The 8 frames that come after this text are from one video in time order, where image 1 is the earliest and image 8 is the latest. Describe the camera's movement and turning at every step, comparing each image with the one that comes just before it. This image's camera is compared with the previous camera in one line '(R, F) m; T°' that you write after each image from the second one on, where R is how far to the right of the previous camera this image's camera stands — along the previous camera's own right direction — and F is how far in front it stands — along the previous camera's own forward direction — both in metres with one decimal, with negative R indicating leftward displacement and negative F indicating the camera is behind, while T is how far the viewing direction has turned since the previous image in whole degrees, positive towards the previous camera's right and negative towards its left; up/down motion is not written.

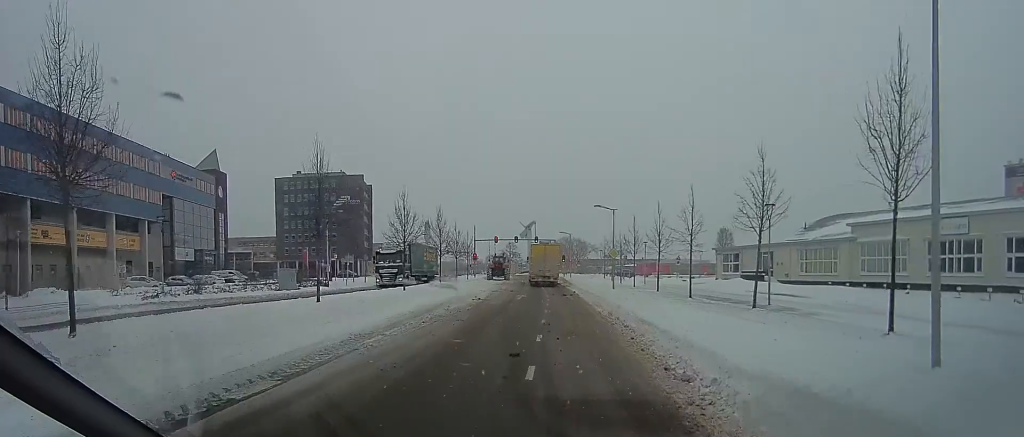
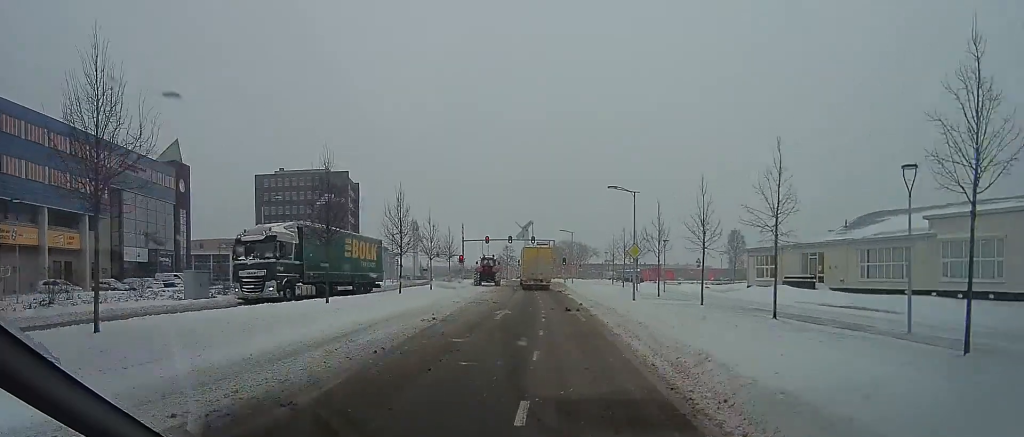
(0.0, +10.0) m; 0°
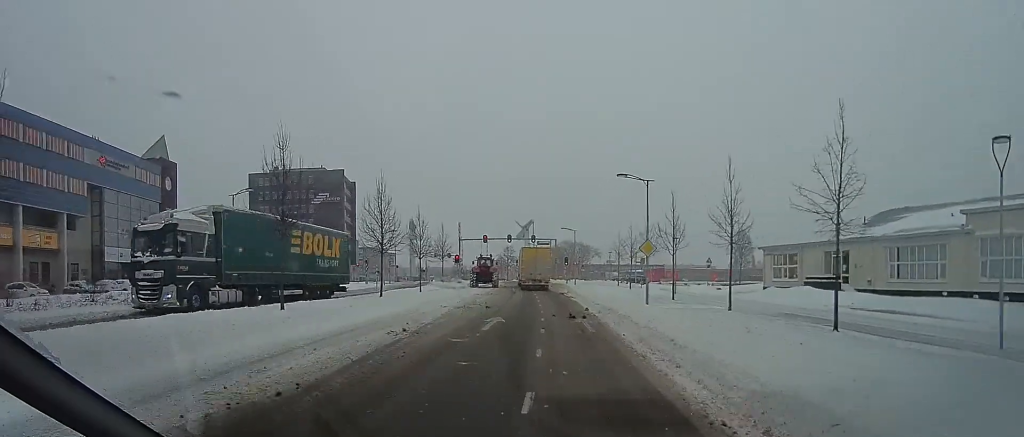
(0.0, +3.4) m; 0°
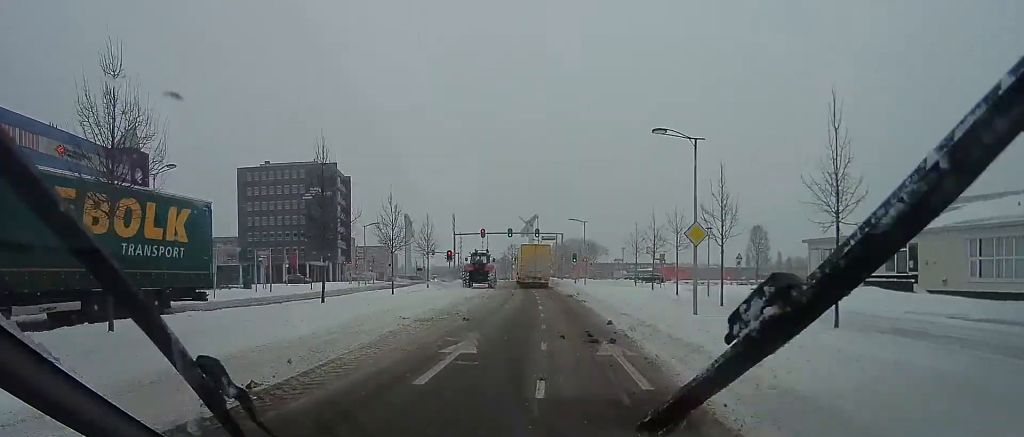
(0.0, +6.9) m; 0°
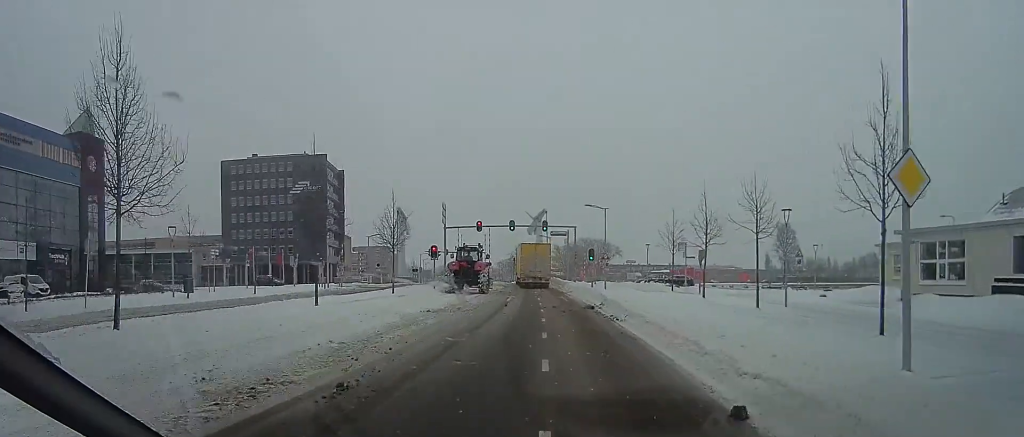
(0.0, +9.8) m; 0°
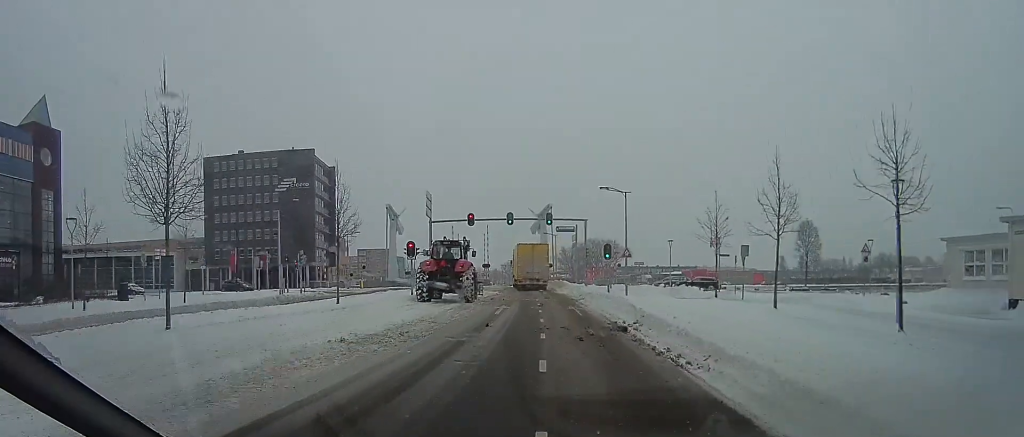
(0.0, +7.6) m; -1°
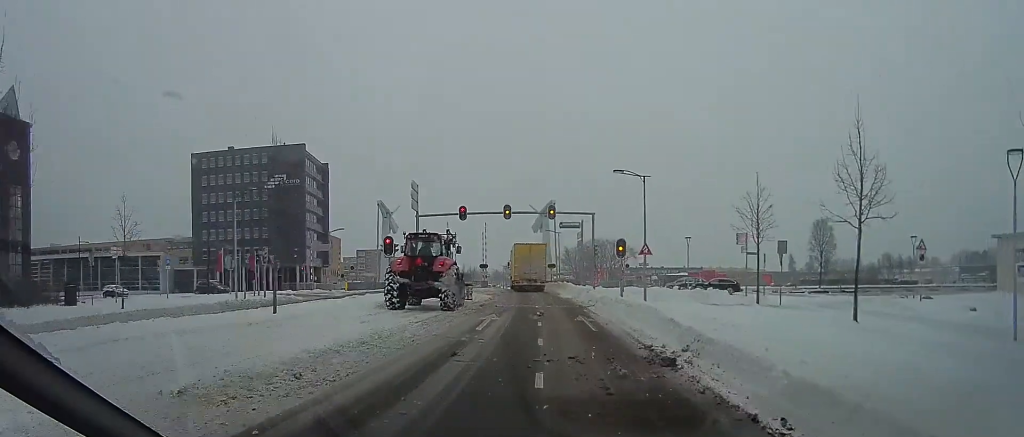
(+0.1, +4.8) m; -3°
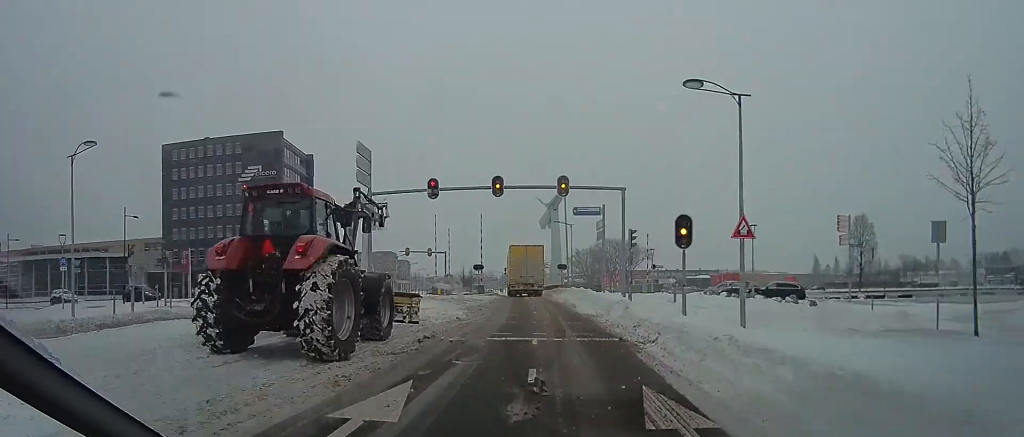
(-0.8, +11.0) m; -2°
